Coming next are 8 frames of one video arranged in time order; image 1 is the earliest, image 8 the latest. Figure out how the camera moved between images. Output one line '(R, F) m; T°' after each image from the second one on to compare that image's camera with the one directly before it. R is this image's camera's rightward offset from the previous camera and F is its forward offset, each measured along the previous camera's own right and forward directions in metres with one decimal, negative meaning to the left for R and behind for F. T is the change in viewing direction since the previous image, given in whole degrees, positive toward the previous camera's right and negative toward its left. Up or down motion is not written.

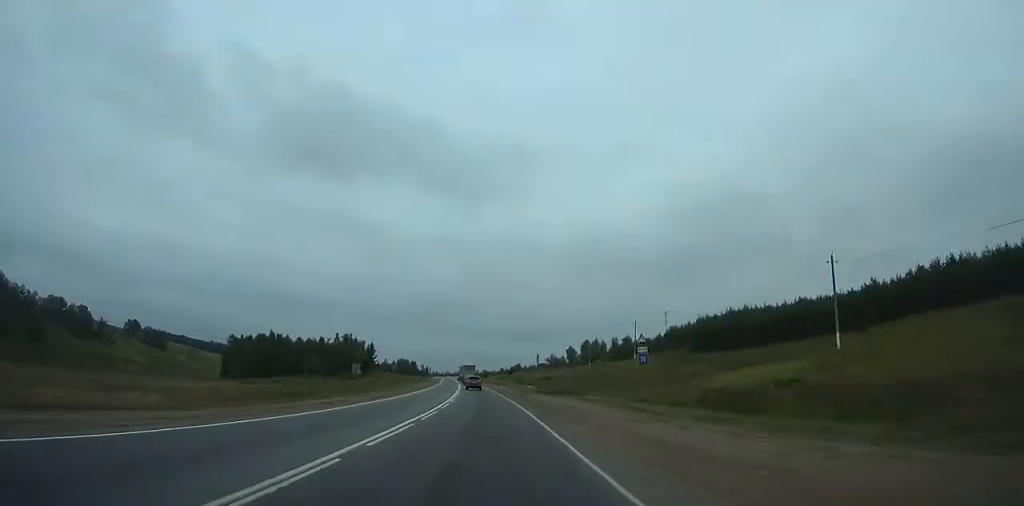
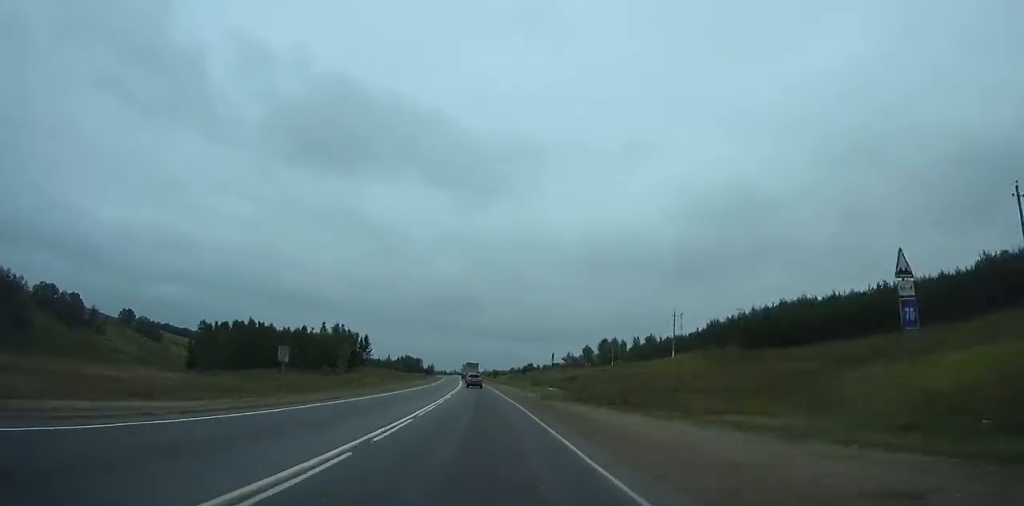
(0.0, +23.2) m; -1°
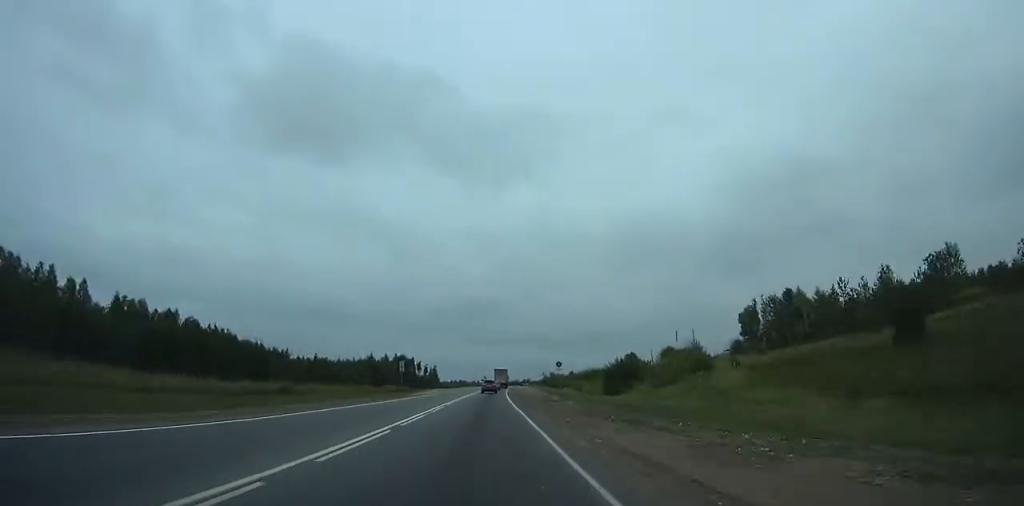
(-6.2, +152.3) m; -4°
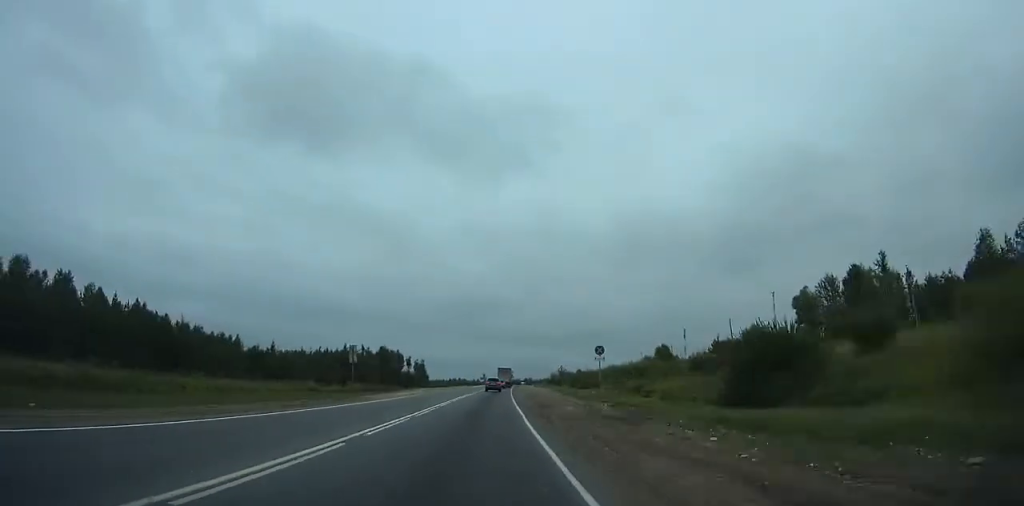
(-0.1, +26.6) m; 0°
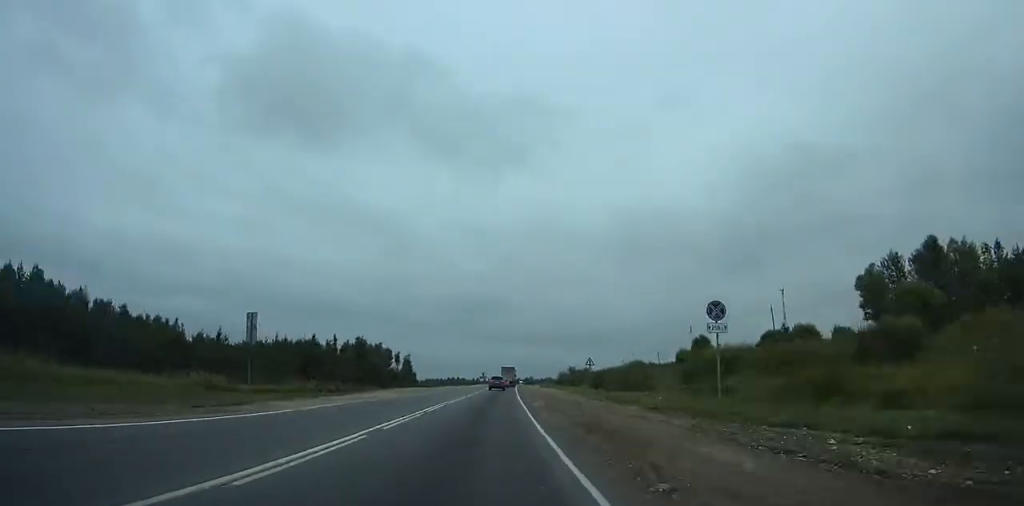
(-0.1, +23.1) m; 0°
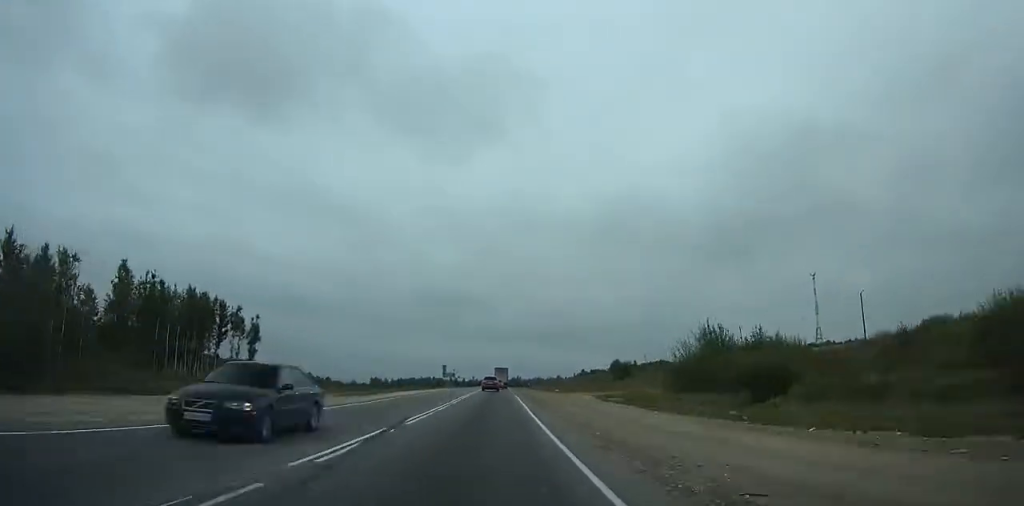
(+1.2, +100.7) m; +1°
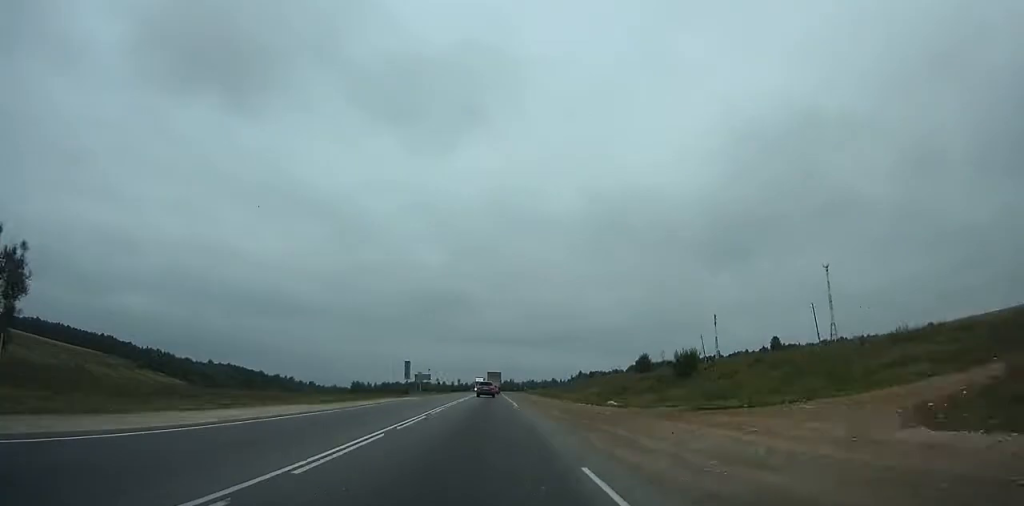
(+0.2, +40.2) m; 0°
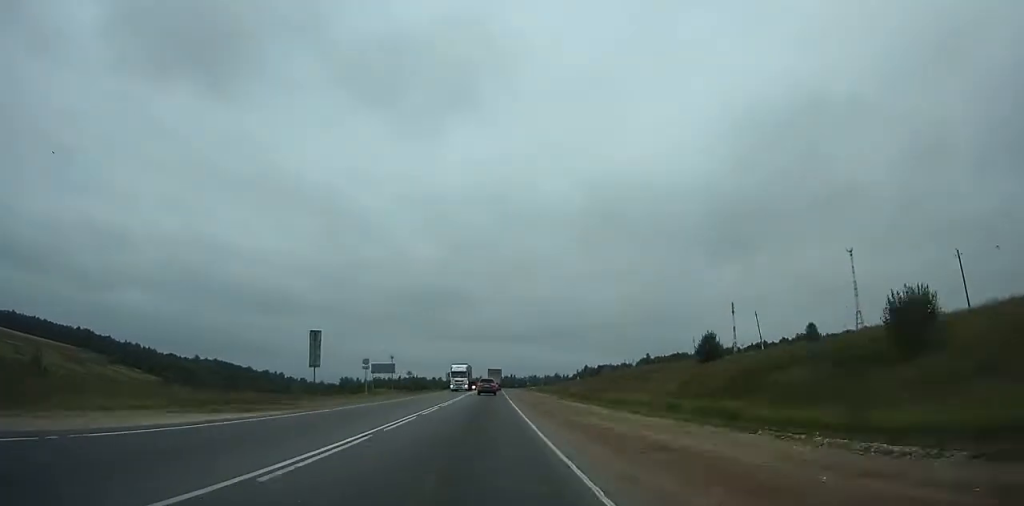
(+0.2, +40.0) m; 0°
